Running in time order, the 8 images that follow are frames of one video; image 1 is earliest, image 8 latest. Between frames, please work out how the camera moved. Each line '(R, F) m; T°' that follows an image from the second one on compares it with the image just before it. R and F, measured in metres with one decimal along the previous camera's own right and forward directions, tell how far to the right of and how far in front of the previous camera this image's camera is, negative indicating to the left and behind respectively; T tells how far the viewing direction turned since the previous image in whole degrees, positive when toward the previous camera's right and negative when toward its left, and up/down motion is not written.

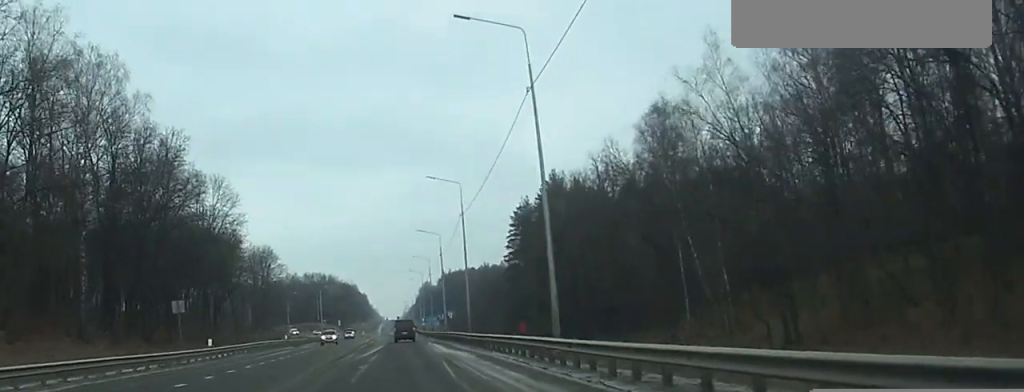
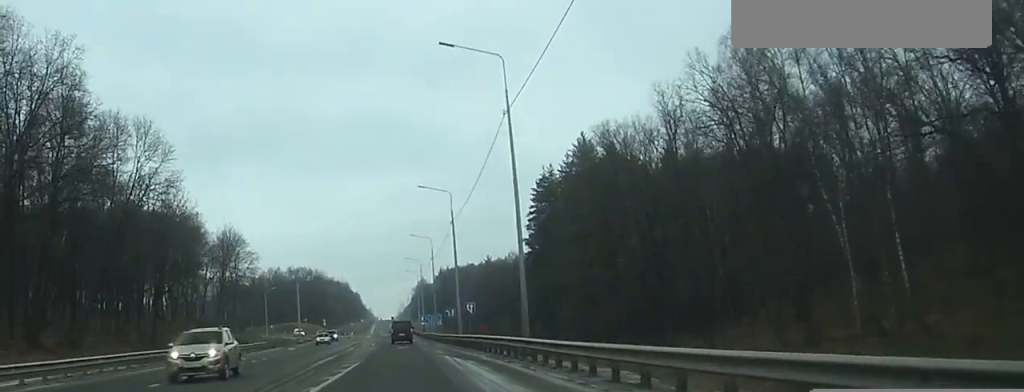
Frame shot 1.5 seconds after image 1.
(+0.1, +30.8) m; 0°
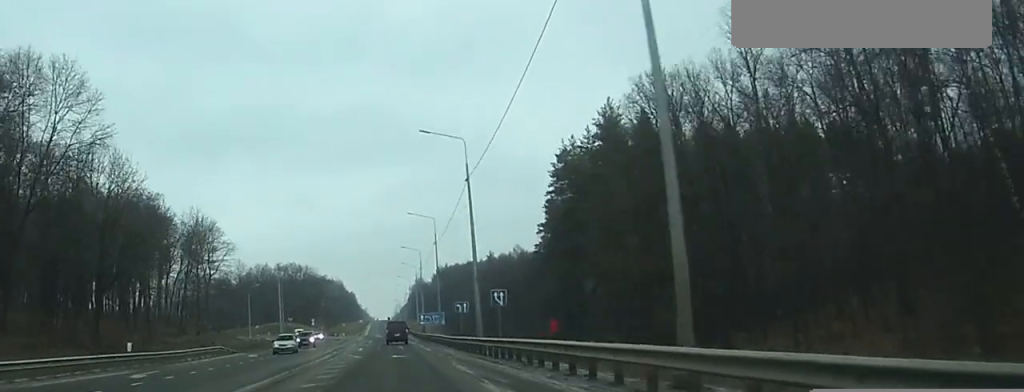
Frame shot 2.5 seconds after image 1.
(0.0, +19.8) m; 0°
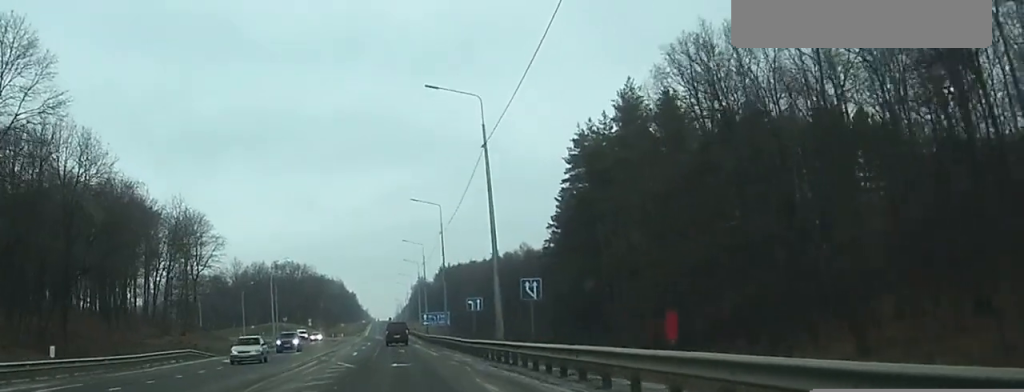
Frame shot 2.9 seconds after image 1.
(0.0, +9.5) m; 0°
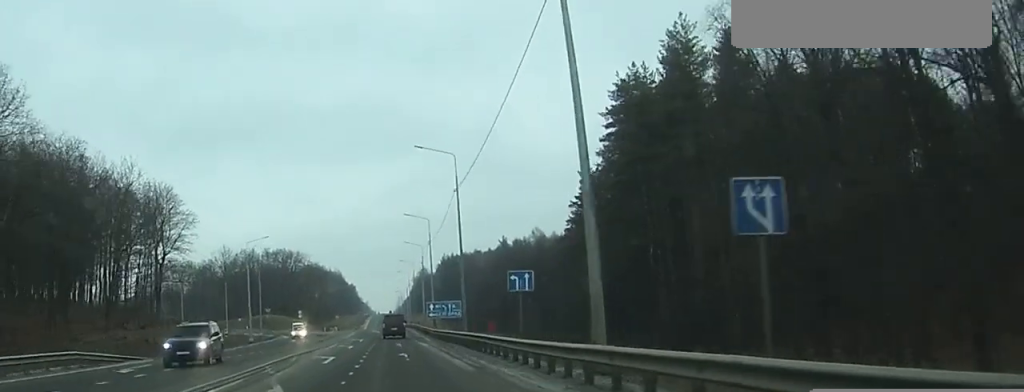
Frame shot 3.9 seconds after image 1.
(0.0, +19.6) m; 0°
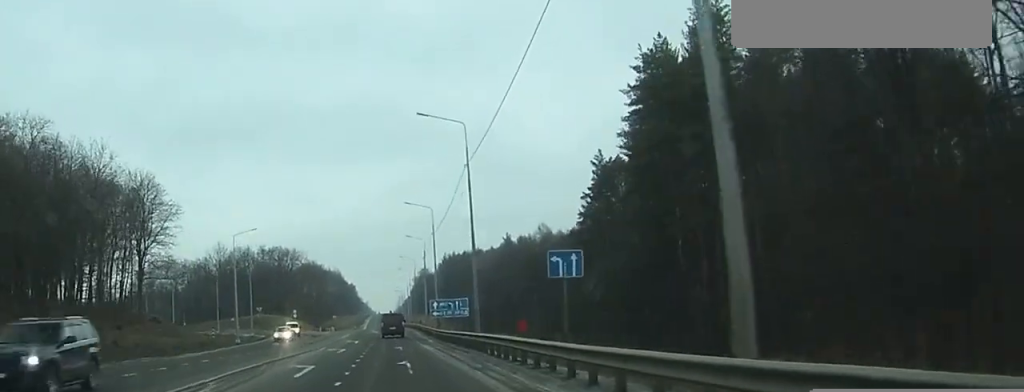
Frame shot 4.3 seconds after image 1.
(0.0, +8.8) m; 0°
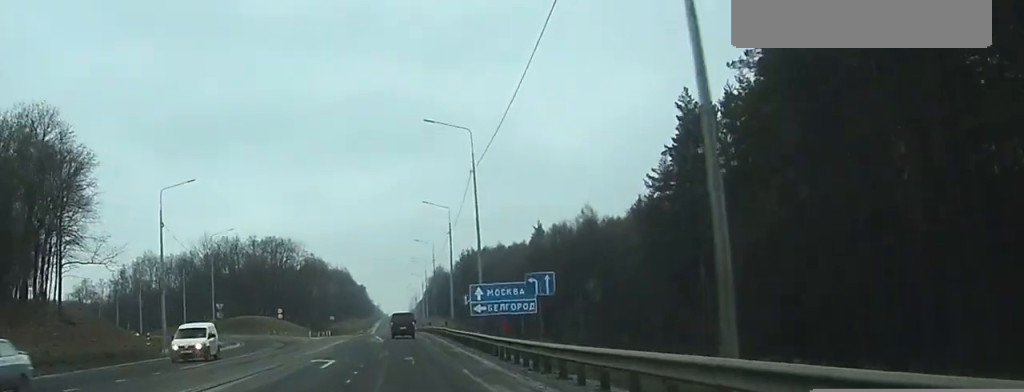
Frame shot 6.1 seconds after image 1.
(-0.3, +34.5) m; -1°
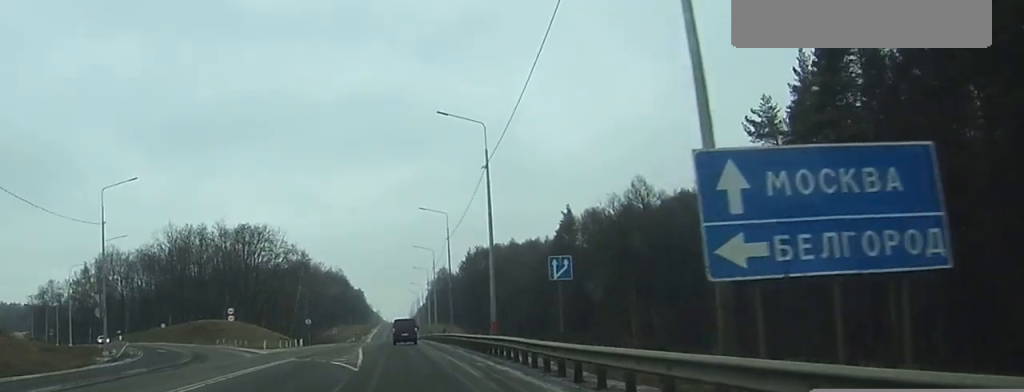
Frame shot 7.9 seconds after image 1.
(+0.2, +35.8) m; 0°
